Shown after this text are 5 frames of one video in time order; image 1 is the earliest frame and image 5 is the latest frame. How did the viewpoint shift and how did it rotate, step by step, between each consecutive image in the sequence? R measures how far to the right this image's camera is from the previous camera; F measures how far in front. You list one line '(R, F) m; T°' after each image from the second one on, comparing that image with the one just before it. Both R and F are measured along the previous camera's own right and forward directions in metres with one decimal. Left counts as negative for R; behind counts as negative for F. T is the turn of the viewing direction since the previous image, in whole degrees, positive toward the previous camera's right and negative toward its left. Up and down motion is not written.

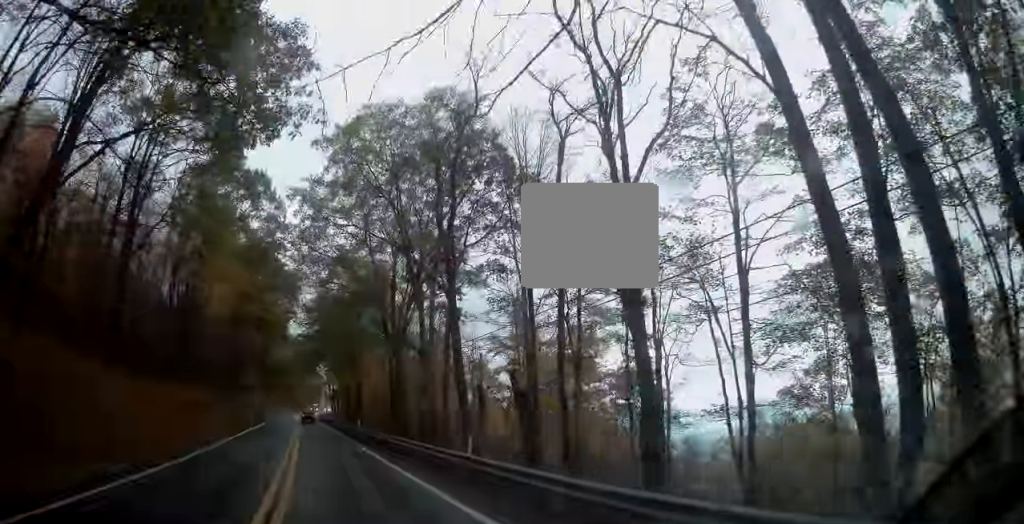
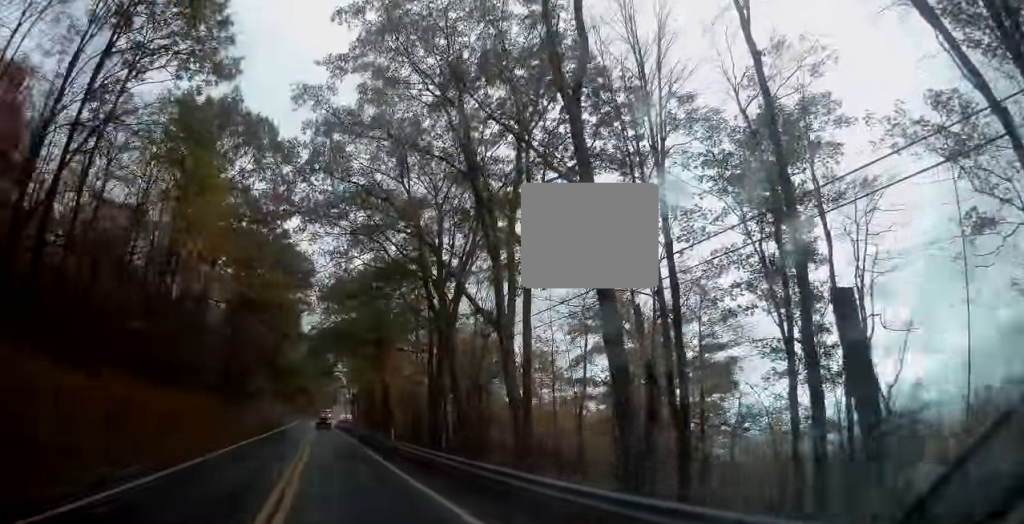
(-0.3, +12.9) m; -2°
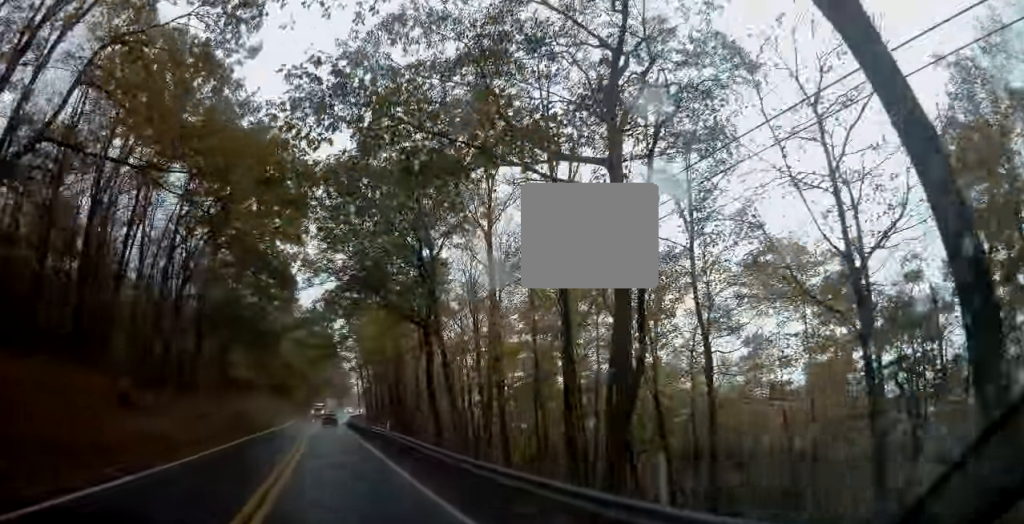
(-0.7, +27.5) m; -3°
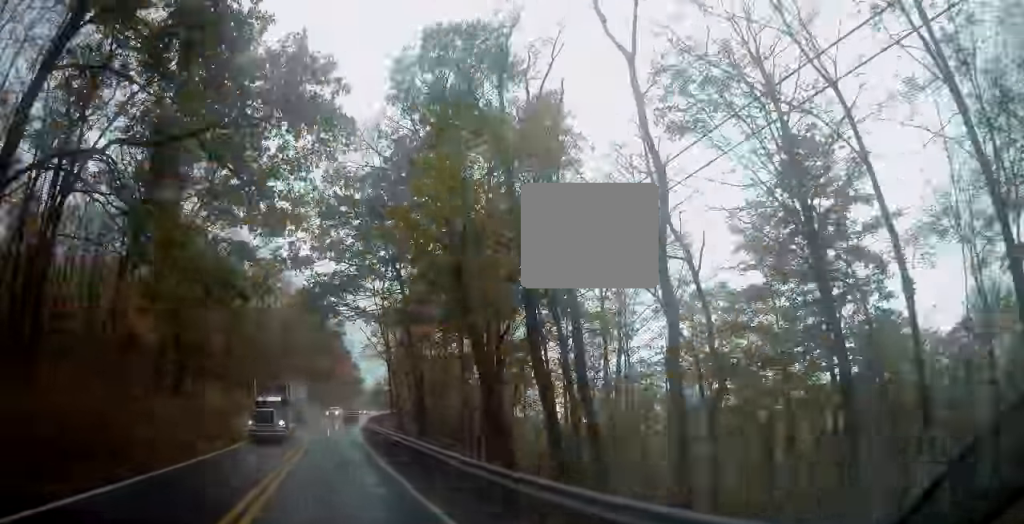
(-0.5, +39.7) m; -1°
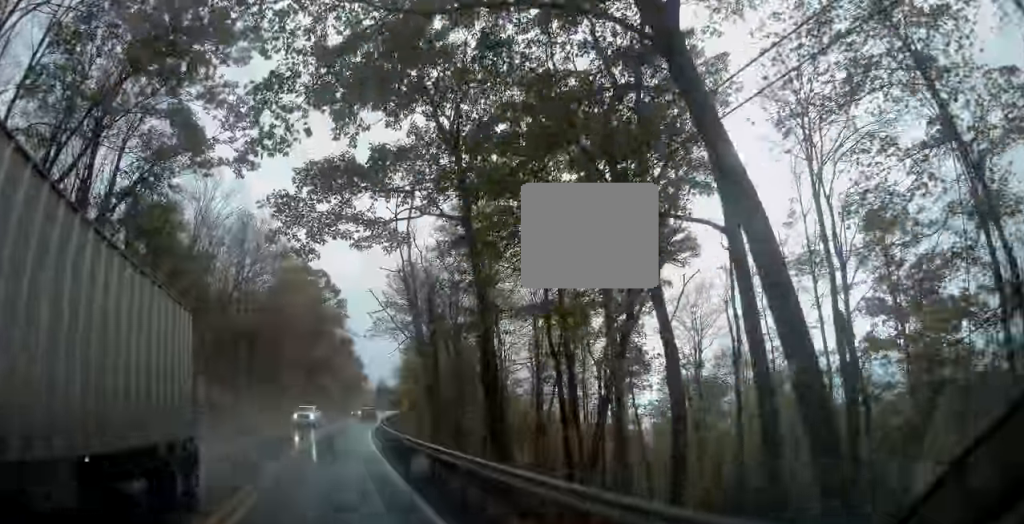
(+0.1, +20.1) m; 0°
